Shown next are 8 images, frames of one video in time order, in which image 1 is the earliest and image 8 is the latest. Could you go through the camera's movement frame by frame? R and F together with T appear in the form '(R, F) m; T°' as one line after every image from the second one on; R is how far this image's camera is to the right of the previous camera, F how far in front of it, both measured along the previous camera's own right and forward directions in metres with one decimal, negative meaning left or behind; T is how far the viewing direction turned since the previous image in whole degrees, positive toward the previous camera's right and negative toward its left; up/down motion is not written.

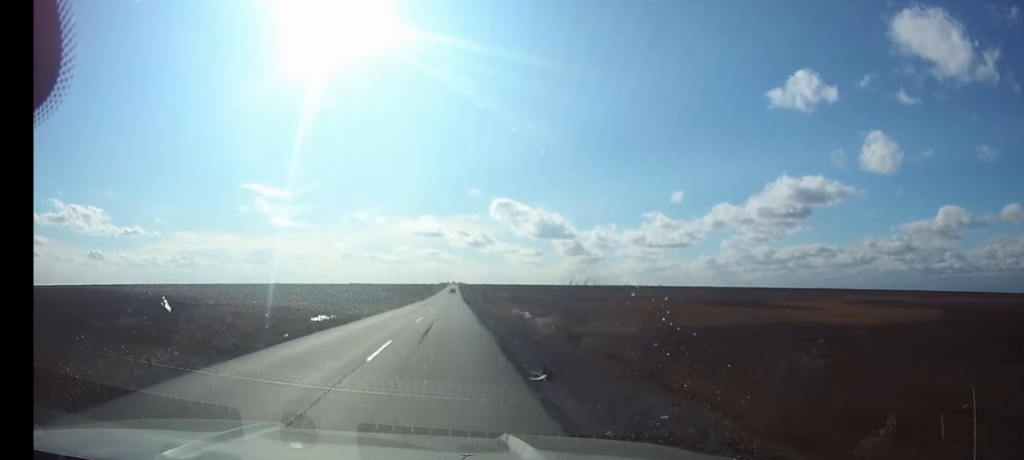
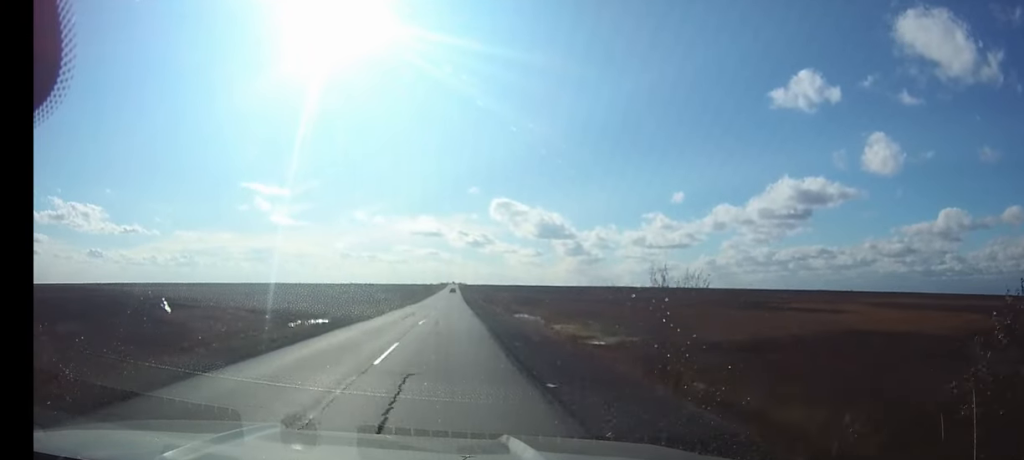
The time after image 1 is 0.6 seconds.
(0.0, +13.9) m; 0°
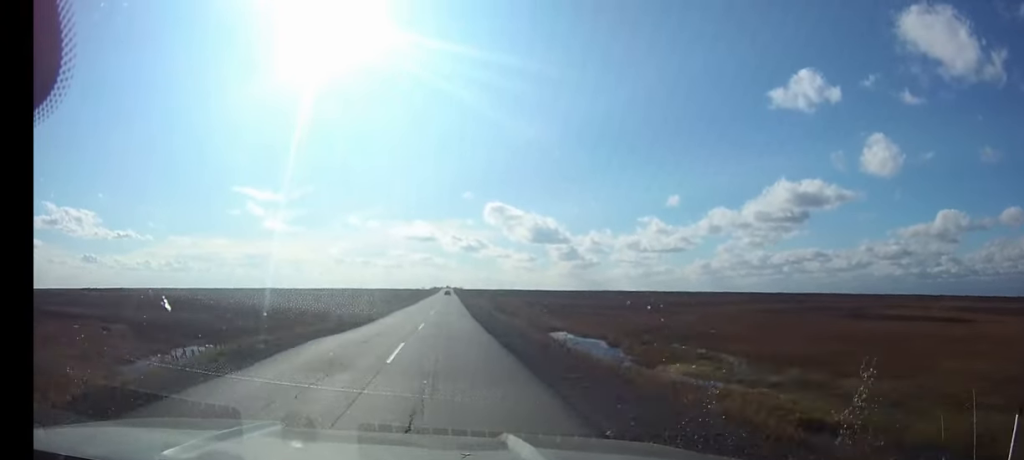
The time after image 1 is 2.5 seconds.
(+0.1, +41.7) m; 0°
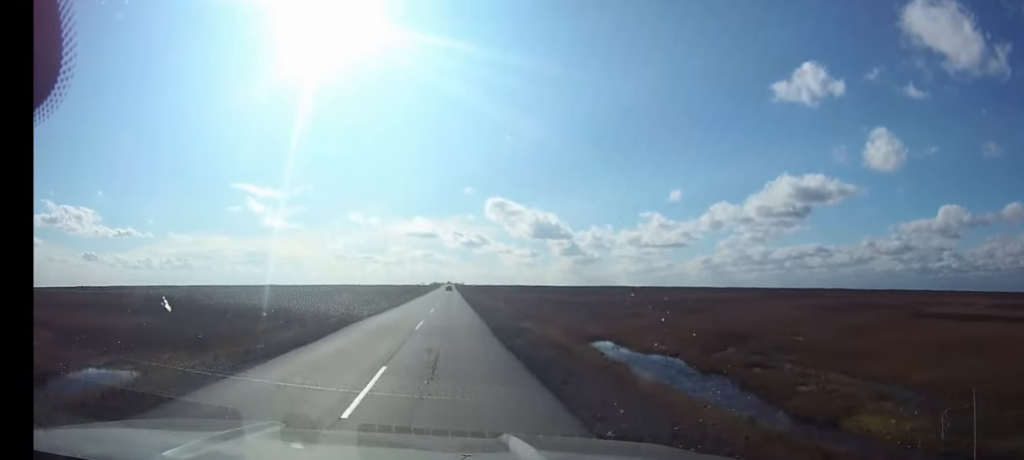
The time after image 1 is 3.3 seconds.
(0.0, +18.5) m; 0°
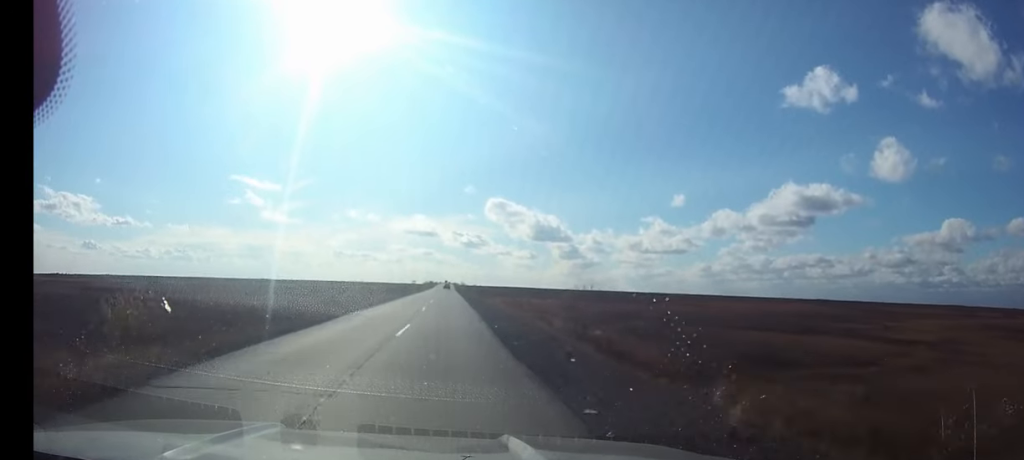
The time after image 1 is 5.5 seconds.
(0.0, +50.4) m; 0°
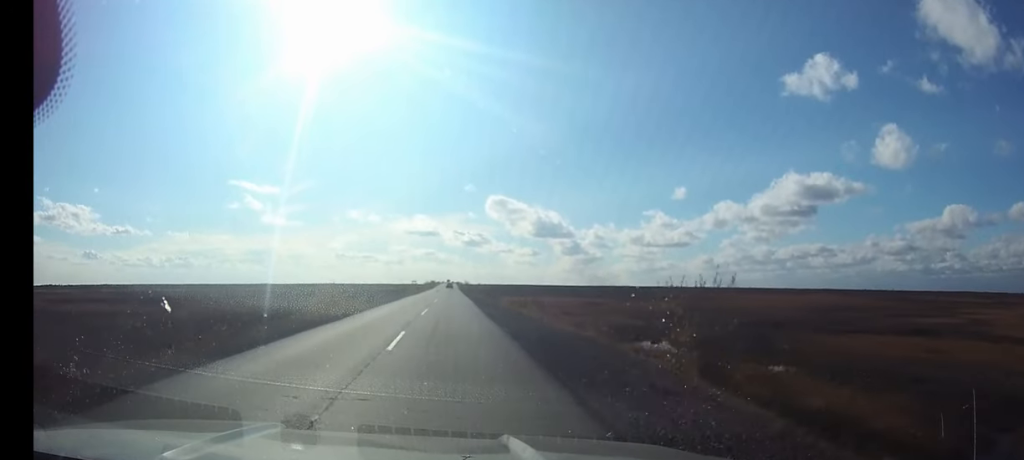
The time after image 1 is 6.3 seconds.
(0.0, +18.5) m; 0°
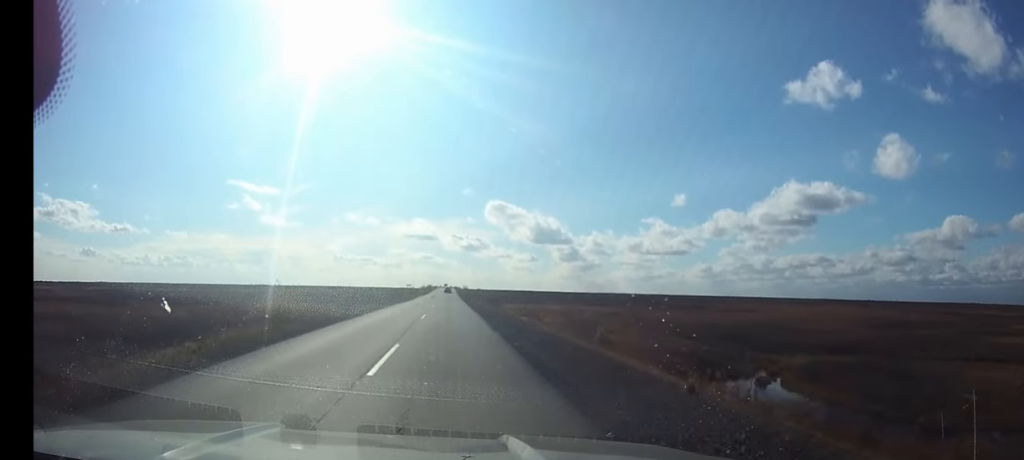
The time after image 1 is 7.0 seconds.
(0.0, +17.0) m; 0°
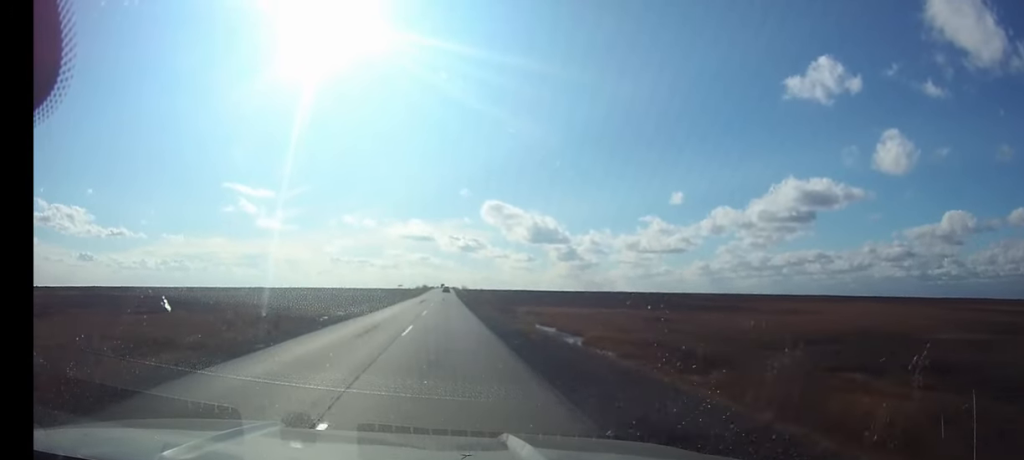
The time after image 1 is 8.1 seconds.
(0.0, +24.6) m; 0°
